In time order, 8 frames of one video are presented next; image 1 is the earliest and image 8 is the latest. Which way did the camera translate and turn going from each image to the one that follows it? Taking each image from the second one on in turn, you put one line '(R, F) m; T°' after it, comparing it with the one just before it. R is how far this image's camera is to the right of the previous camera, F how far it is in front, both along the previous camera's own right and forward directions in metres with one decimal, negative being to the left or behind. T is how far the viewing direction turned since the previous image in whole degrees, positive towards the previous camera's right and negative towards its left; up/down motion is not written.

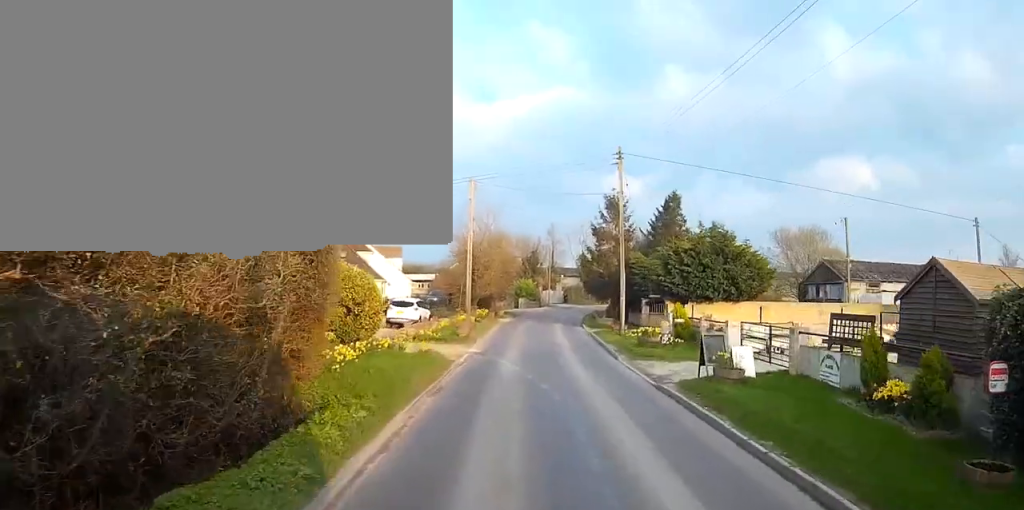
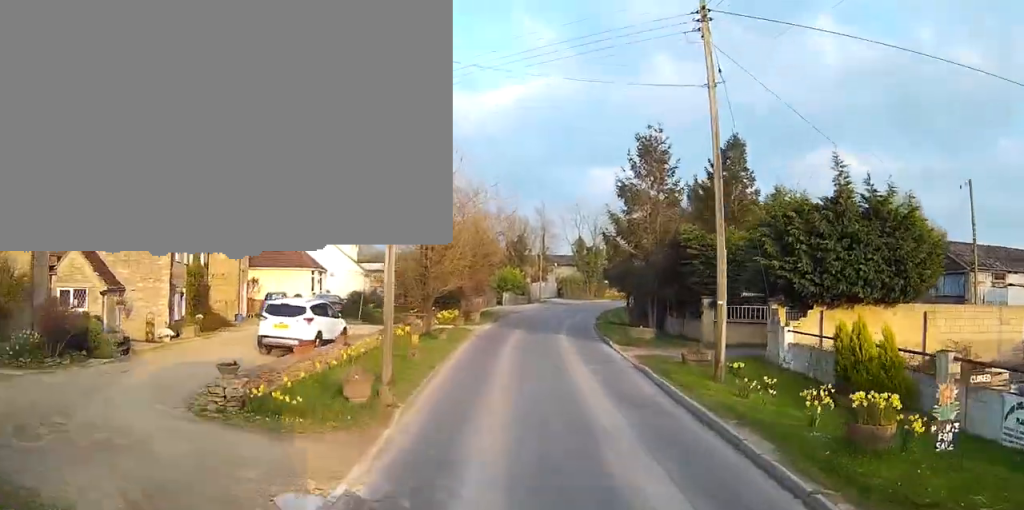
(-0.1, +18.2) m; +1°
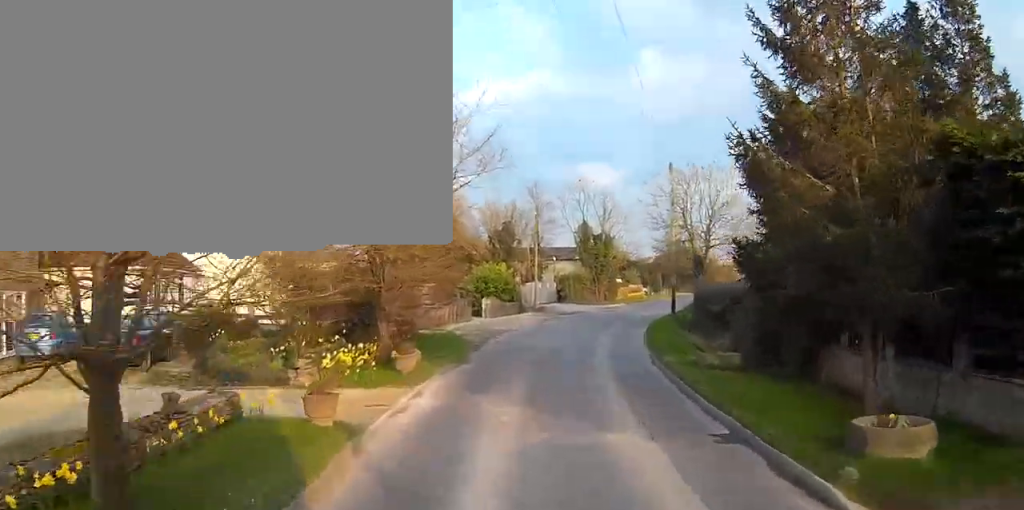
(+0.6, +21.2) m; +5°
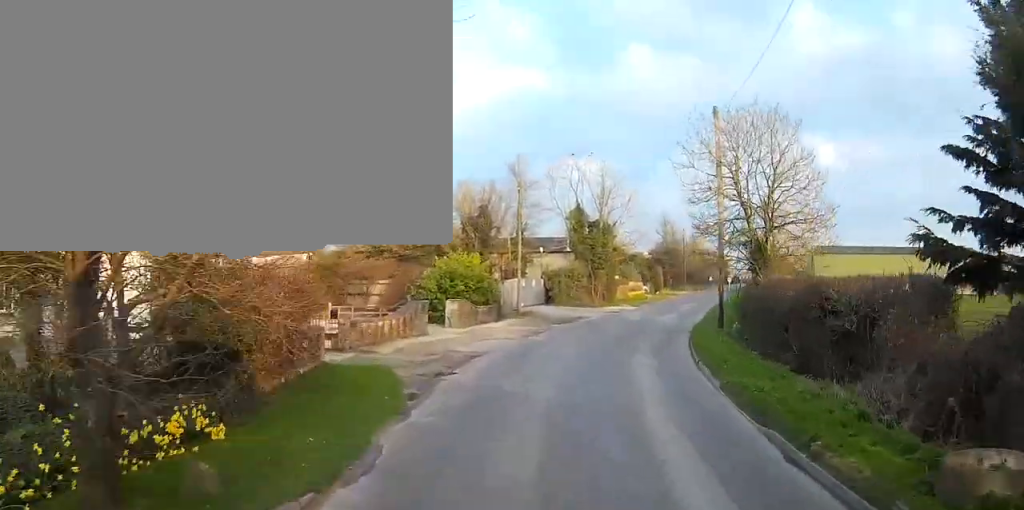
(+0.5, +12.7) m; +3°
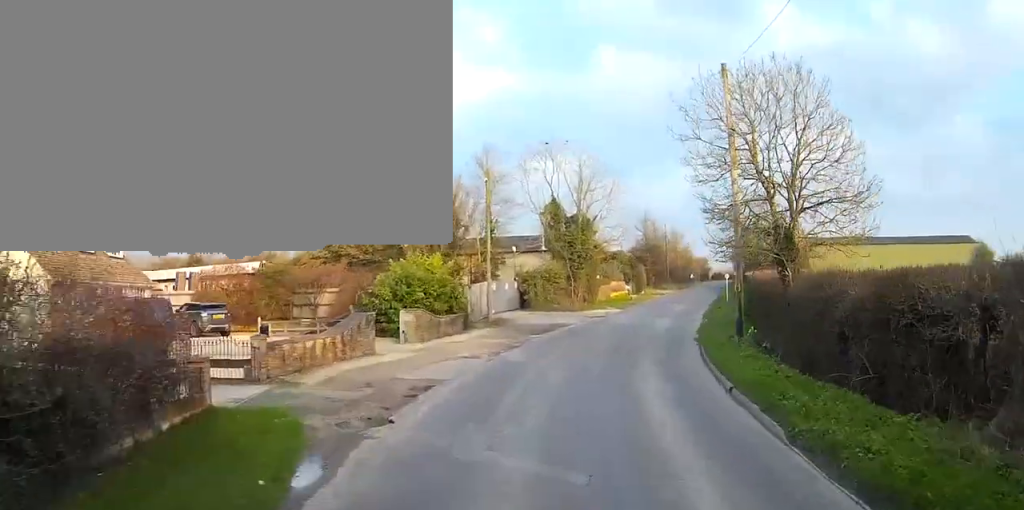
(+0.1, +5.5) m; +1°
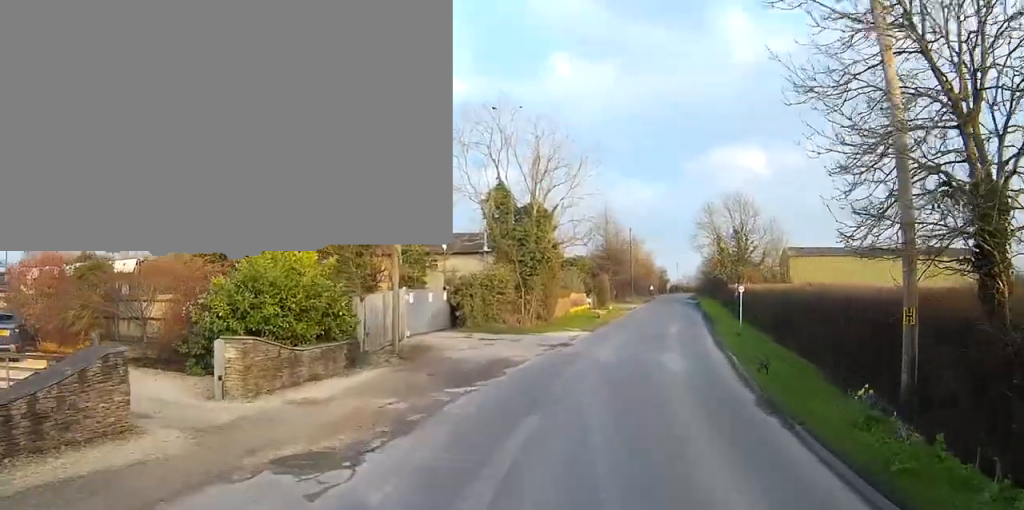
(+0.3, +12.7) m; +5°
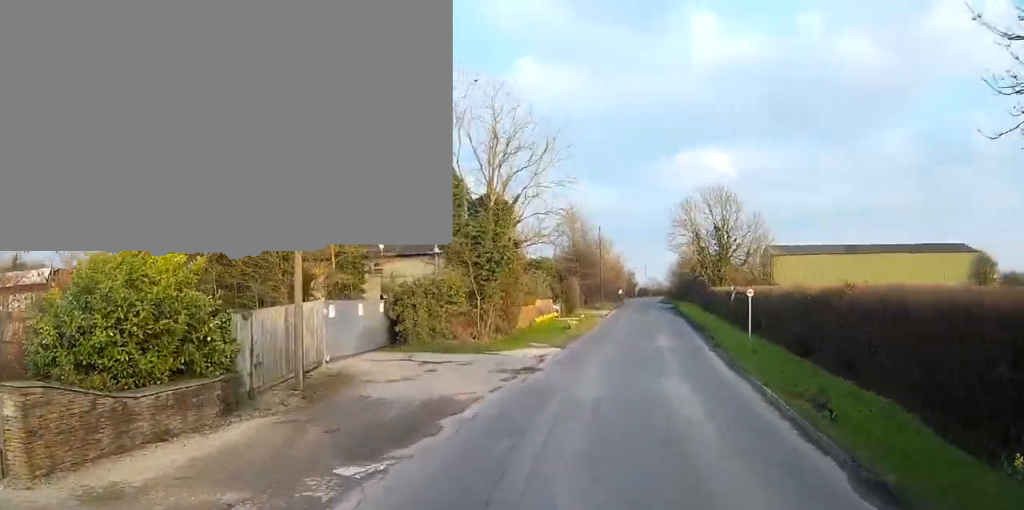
(0.0, +6.3) m; +3°
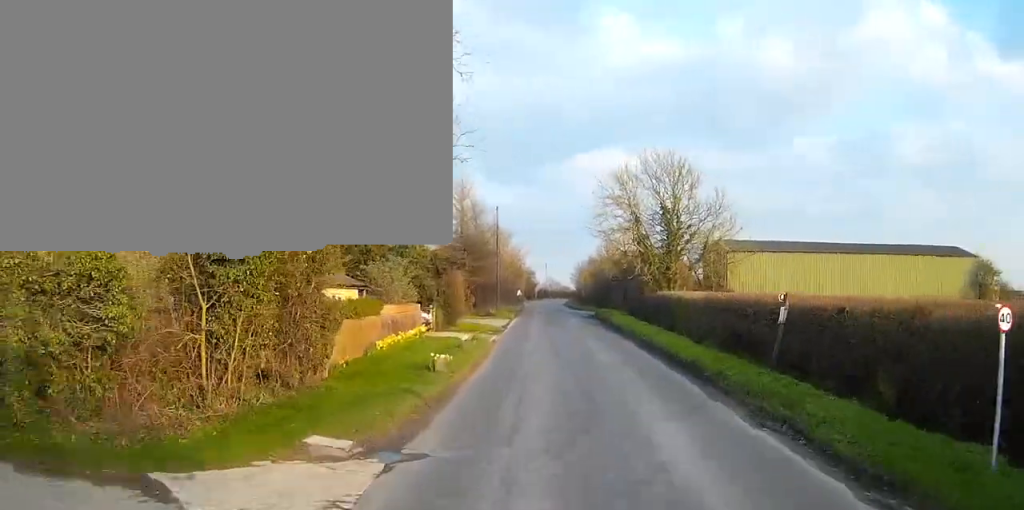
(+1.8, +17.9) m; +10°
